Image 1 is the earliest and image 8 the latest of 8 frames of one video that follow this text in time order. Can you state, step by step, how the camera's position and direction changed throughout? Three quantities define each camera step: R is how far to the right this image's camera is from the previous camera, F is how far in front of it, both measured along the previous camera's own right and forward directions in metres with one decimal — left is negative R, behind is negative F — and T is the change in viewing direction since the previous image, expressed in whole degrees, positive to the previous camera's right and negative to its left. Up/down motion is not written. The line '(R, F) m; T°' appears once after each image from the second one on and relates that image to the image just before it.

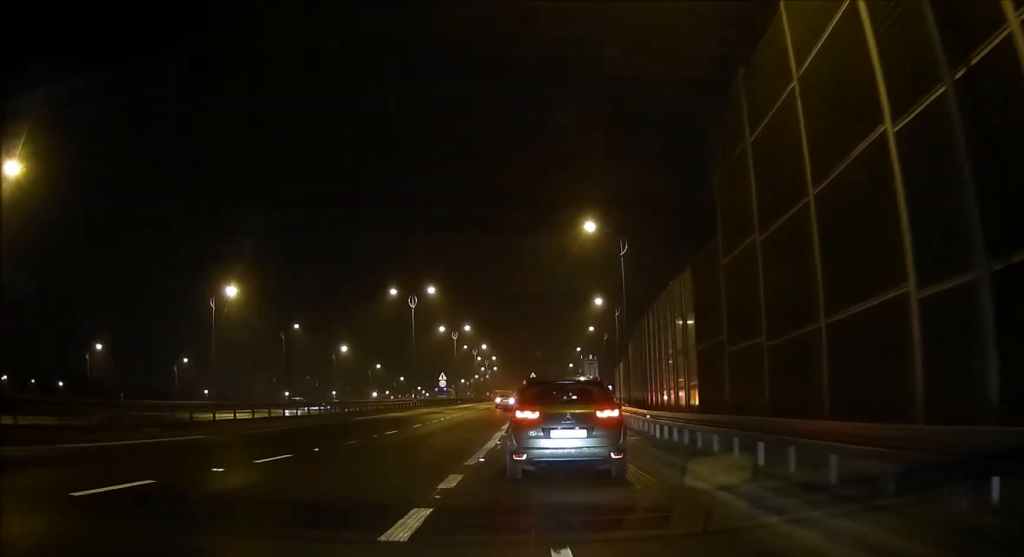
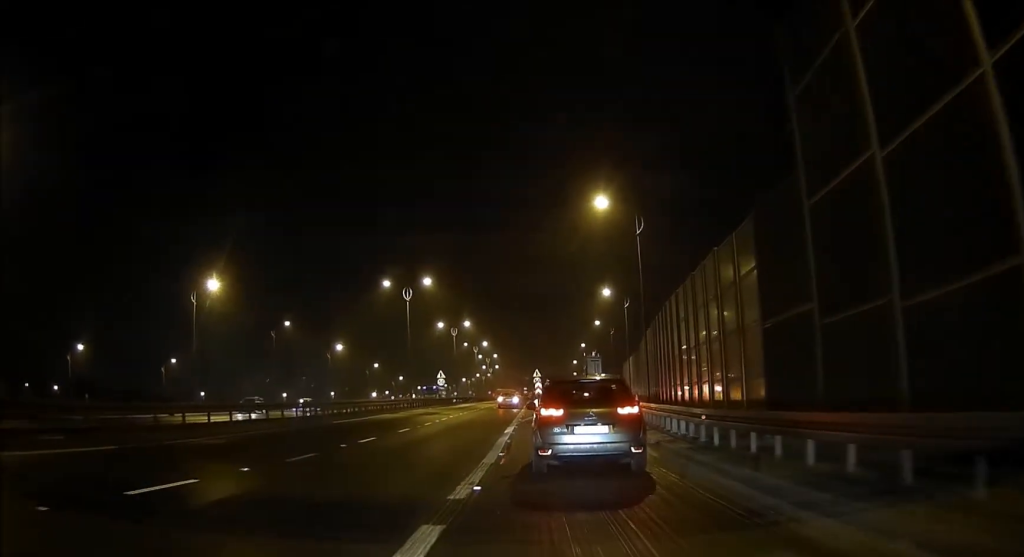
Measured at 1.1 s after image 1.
(+0.1, +4.6) m; +3°
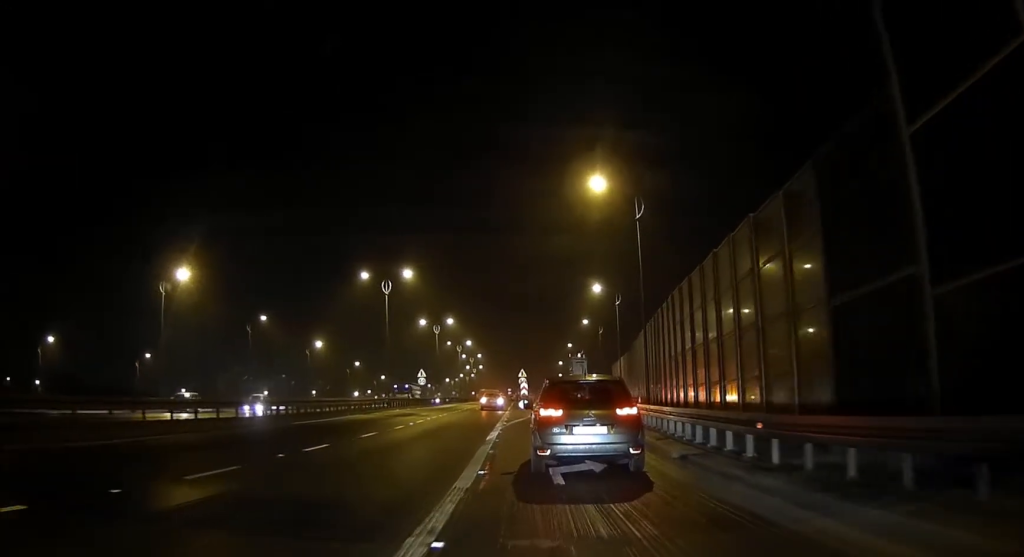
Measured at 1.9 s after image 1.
(+0.1, +3.7) m; +2°
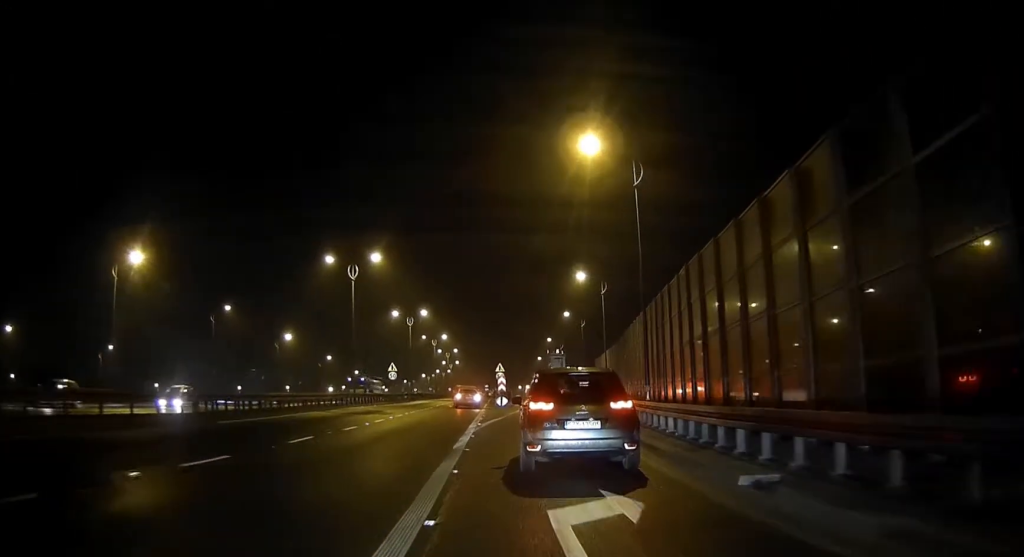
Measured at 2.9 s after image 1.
(+0.1, +4.8) m; +1°
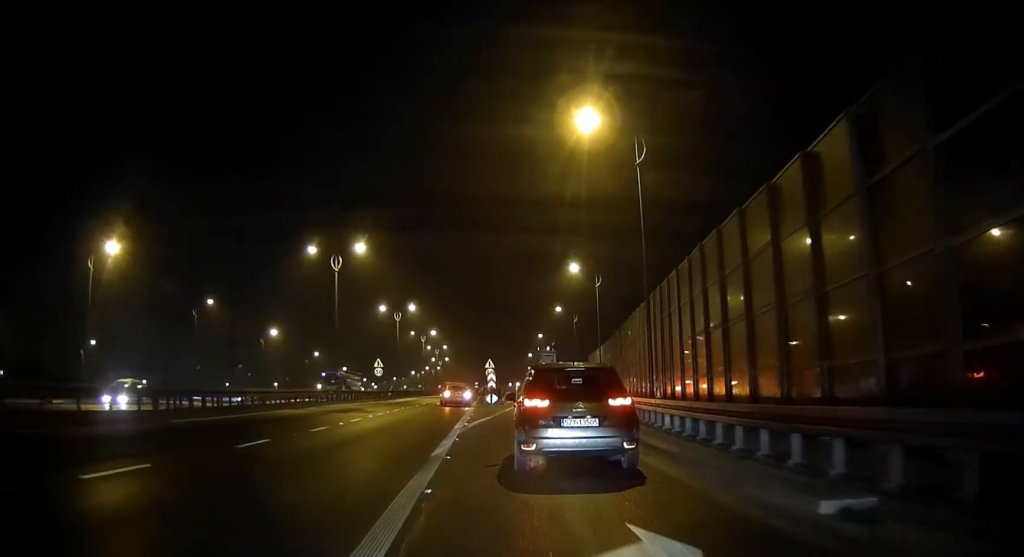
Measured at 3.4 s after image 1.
(0.0, +2.5) m; +2°
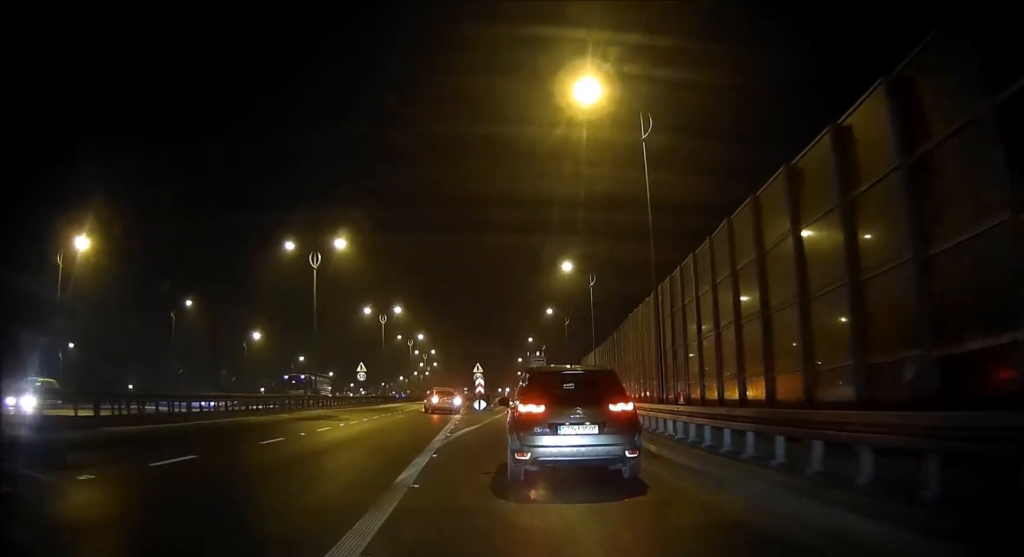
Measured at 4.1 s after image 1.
(0.0, +3.3) m; +2°
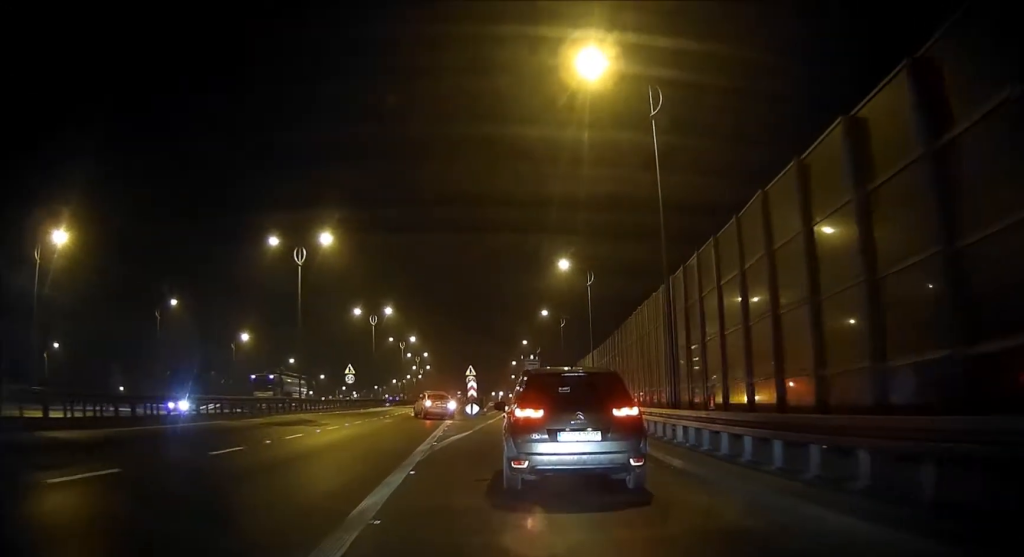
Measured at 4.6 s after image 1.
(+0.1, +2.6) m; +2°
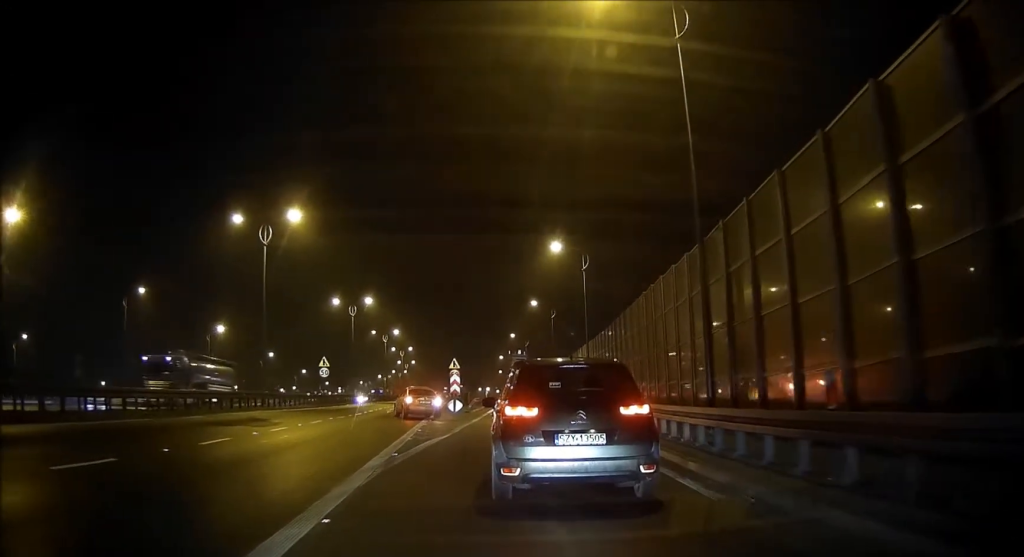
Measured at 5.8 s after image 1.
(0.0, +5.3) m; 0°
